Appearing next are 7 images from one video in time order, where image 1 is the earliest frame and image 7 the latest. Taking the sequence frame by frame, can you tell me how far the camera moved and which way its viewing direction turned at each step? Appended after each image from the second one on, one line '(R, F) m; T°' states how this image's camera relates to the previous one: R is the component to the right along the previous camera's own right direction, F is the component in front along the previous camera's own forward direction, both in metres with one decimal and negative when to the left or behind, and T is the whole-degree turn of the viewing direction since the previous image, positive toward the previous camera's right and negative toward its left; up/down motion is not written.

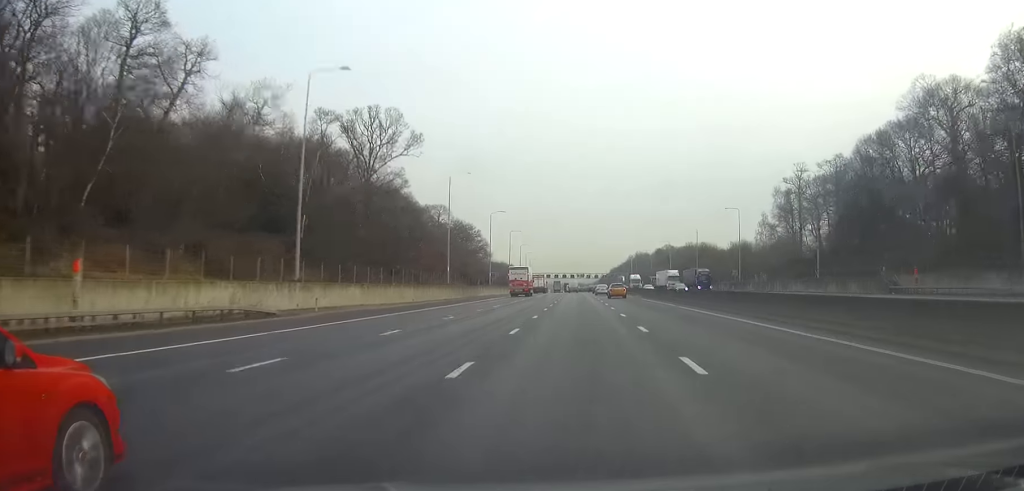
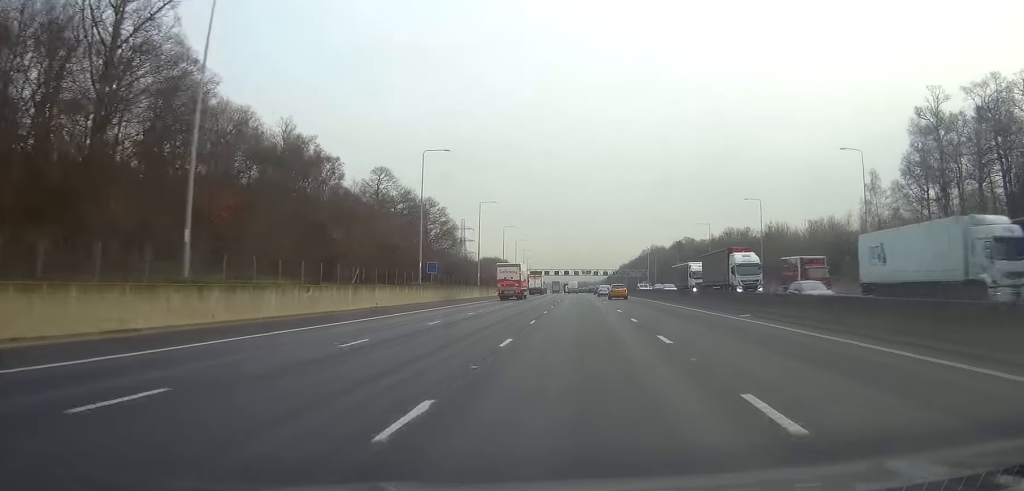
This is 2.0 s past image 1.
(-0.2, +62.3) m; 0°
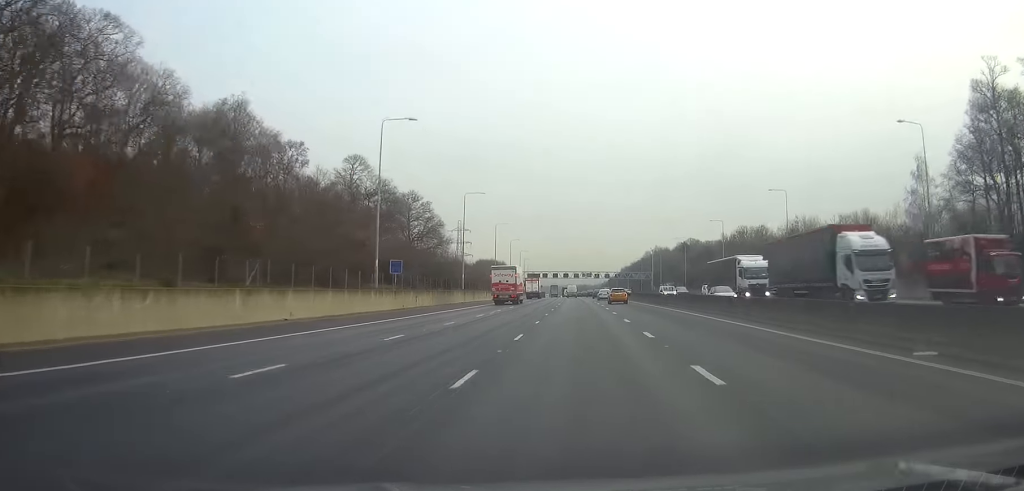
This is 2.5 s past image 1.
(0.0, +15.9) m; 0°
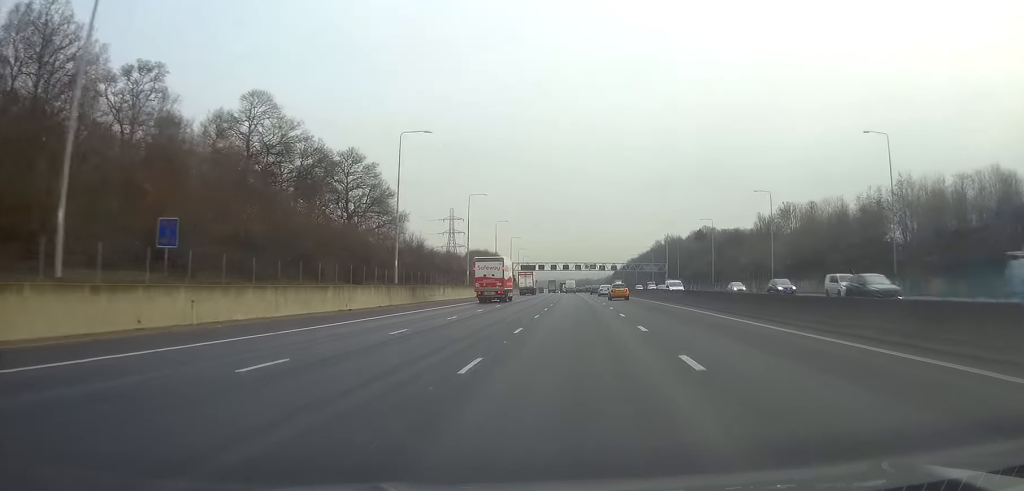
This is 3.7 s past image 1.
(0.0, +38.0) m; 0°
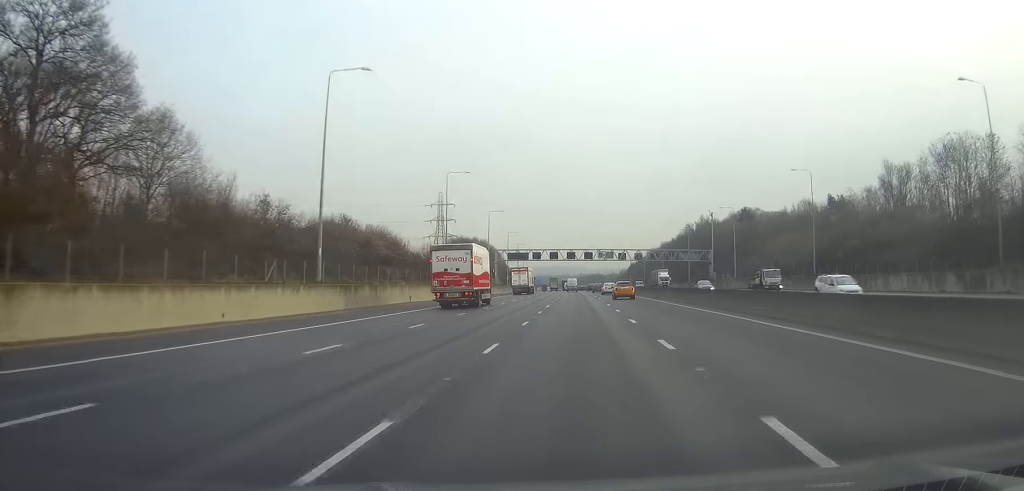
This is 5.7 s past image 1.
(-0.3, +64.9) m; -1°
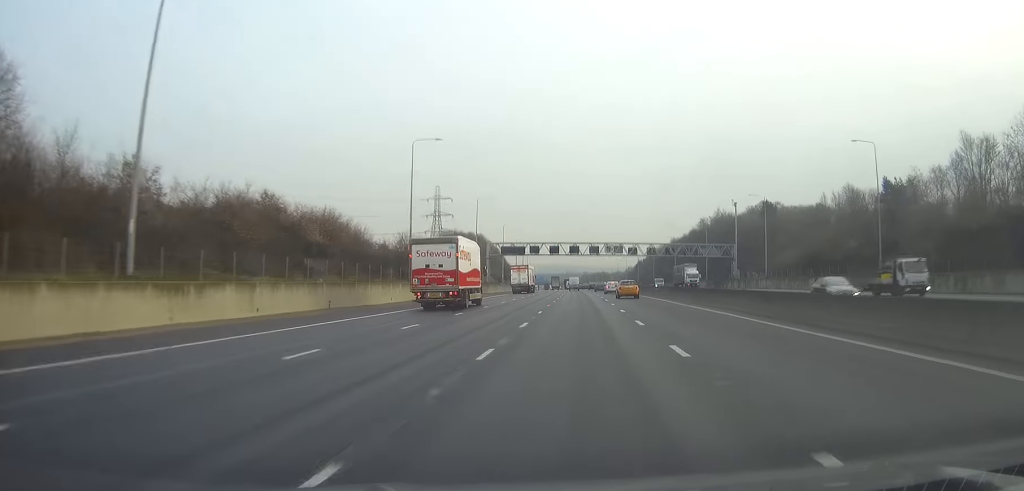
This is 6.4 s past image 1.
(-0.1, +20.9) m; 0°
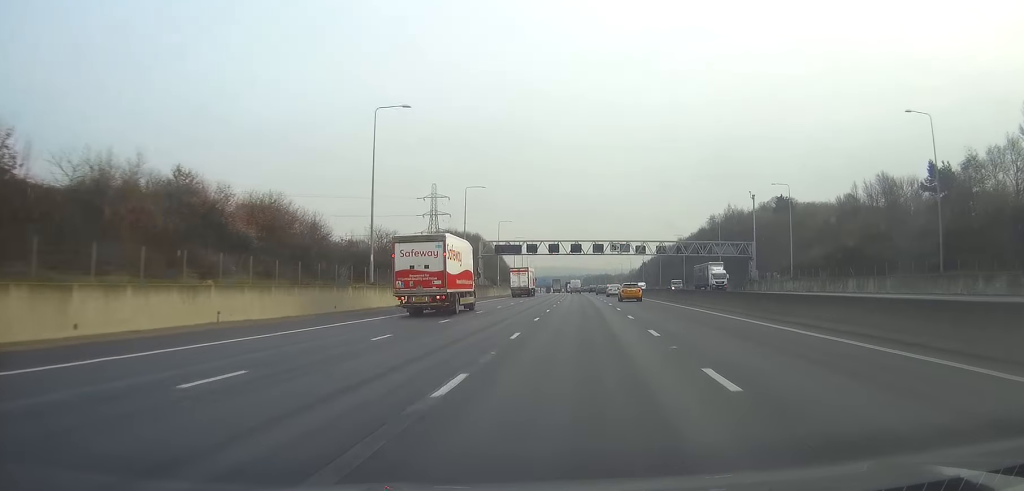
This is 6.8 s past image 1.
(-0.1, +13.5) m; 0°
